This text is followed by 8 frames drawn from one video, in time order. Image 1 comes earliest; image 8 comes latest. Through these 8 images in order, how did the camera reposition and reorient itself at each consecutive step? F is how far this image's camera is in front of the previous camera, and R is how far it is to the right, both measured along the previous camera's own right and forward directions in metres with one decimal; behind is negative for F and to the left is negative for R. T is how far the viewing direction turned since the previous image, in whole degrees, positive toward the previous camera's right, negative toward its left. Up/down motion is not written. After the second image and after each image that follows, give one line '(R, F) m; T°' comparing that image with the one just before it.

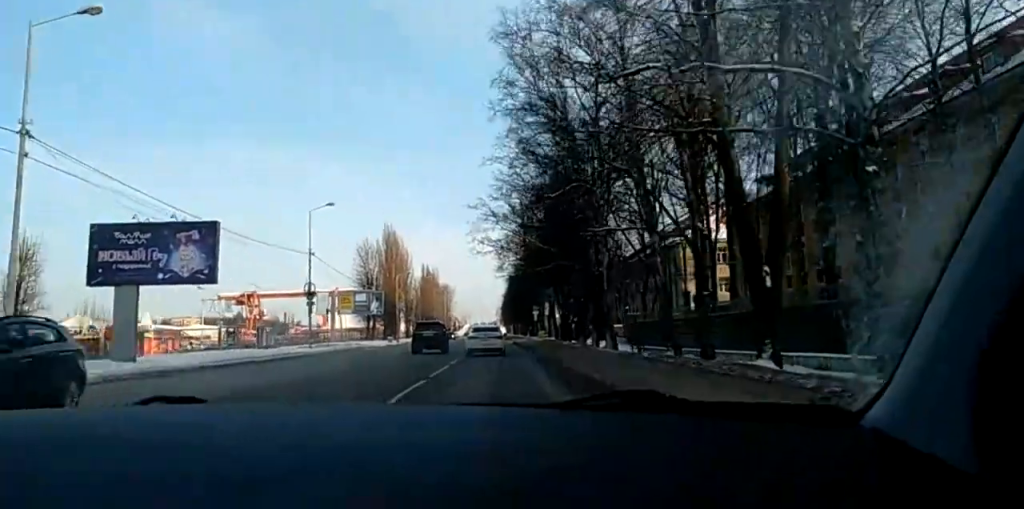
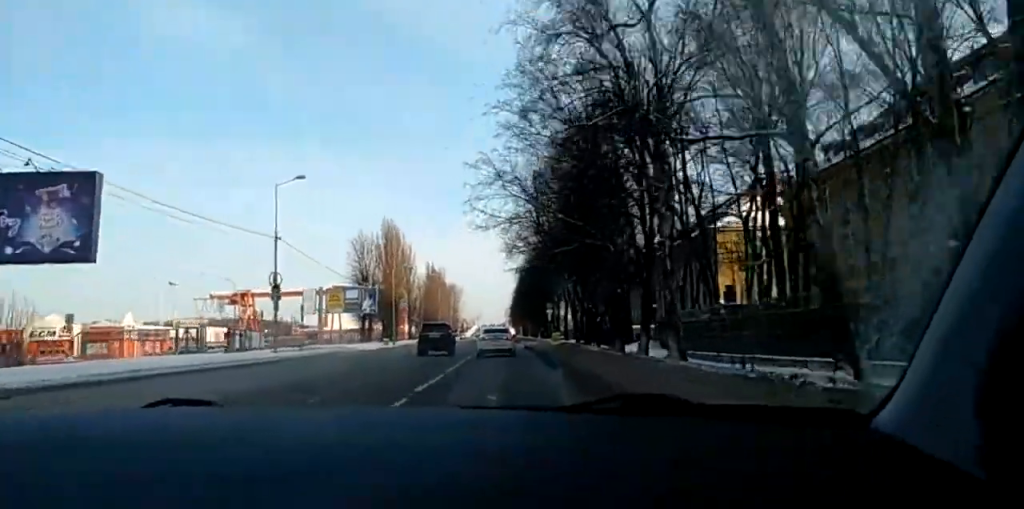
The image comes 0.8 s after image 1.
(-0.4, +13.0) m; -2°
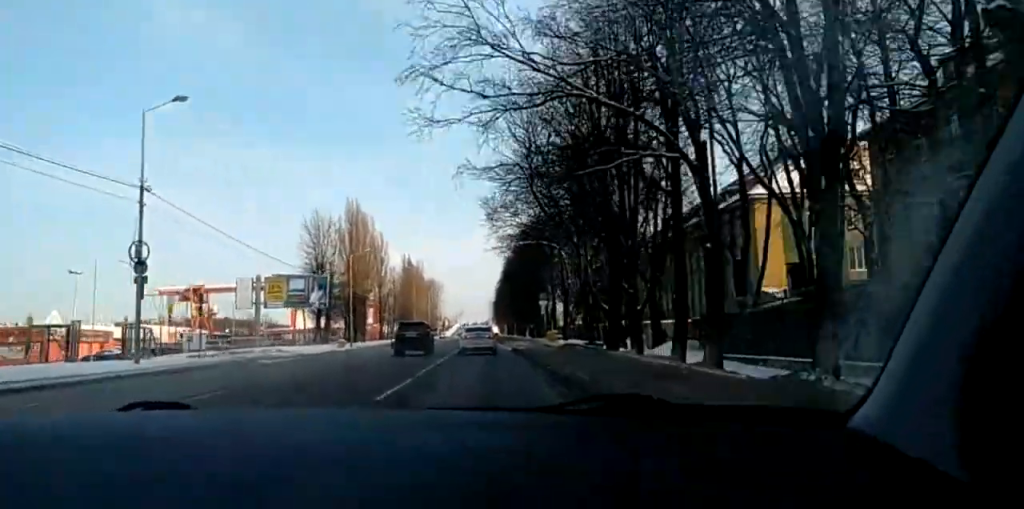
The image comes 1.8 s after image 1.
(0.0, +17.9) m; +1°
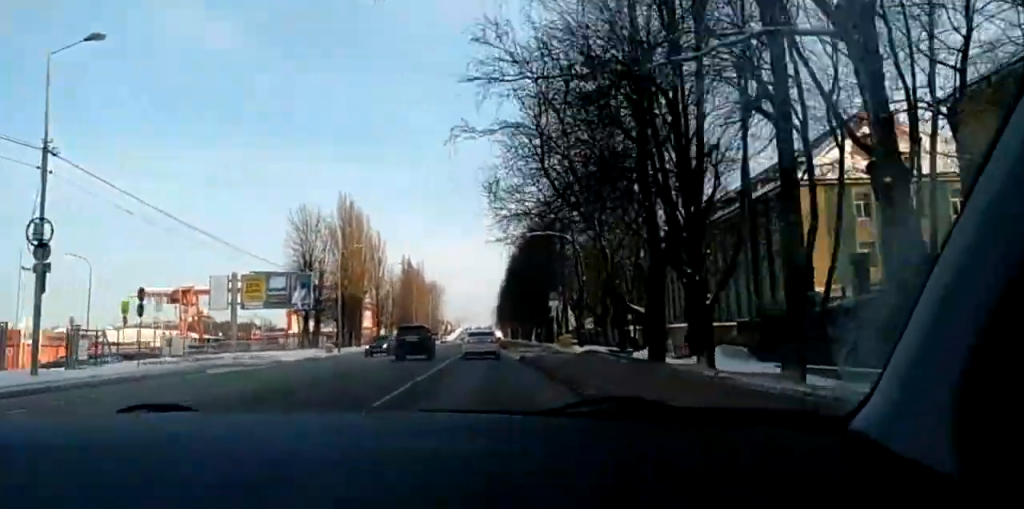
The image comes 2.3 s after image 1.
(+0.2, +8.2) m; 0°
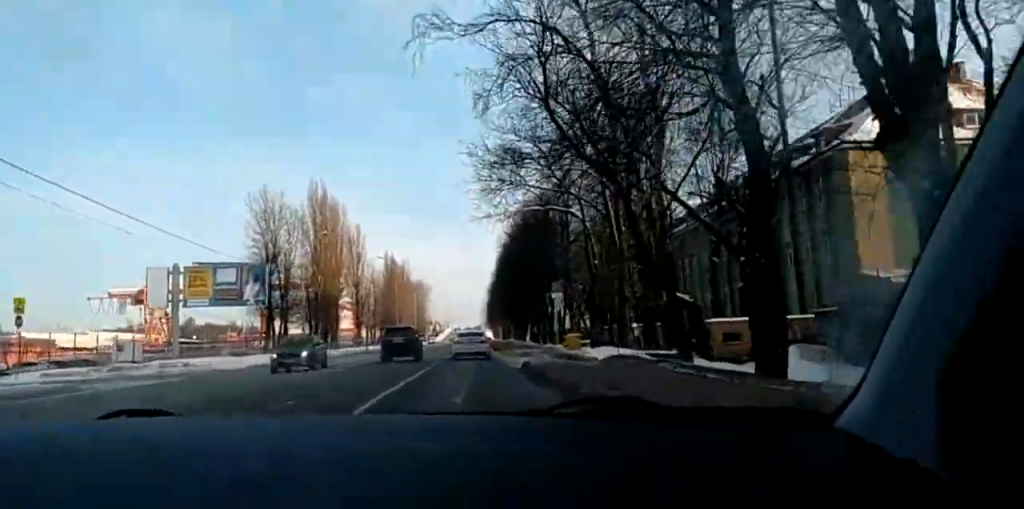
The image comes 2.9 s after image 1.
(+0.1, +11.0) m; 0°
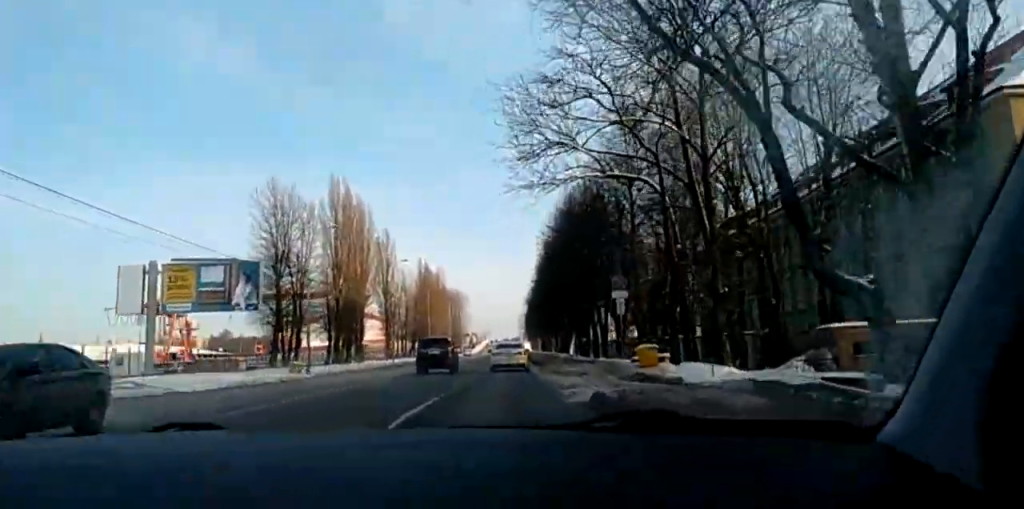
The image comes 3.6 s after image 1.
(0.0, +11.1) m; -1°
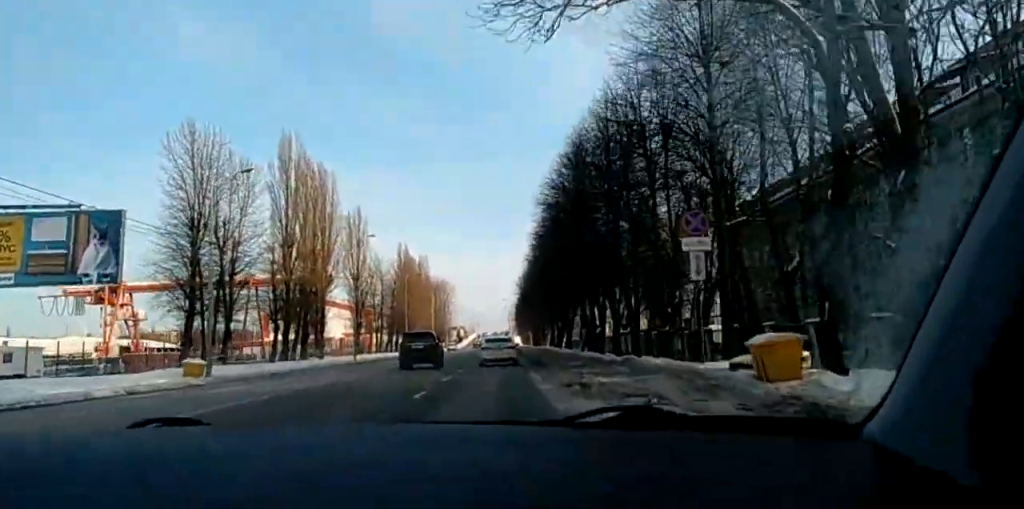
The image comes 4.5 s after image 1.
(-0.2, +16.2) m; 0°
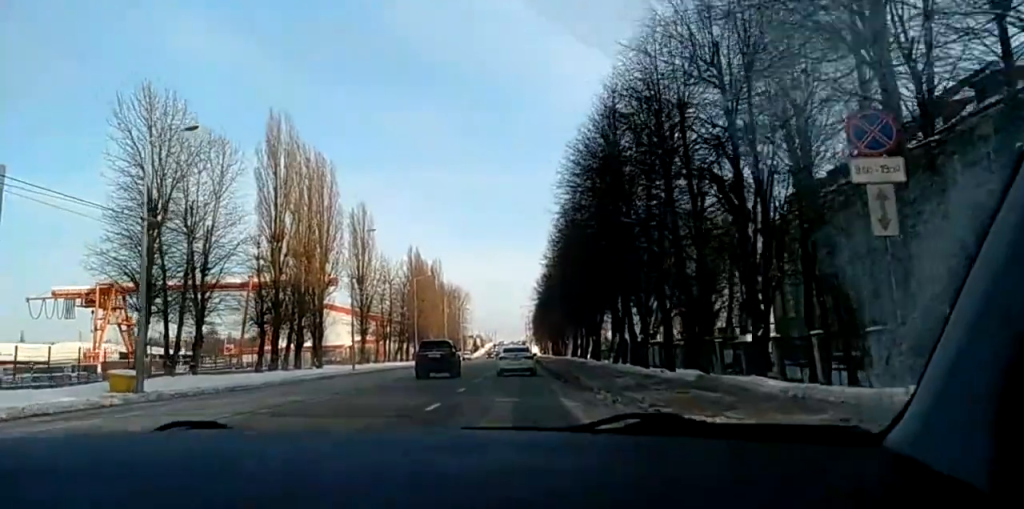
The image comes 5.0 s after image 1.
(0.0, +9.2) m; 0°
